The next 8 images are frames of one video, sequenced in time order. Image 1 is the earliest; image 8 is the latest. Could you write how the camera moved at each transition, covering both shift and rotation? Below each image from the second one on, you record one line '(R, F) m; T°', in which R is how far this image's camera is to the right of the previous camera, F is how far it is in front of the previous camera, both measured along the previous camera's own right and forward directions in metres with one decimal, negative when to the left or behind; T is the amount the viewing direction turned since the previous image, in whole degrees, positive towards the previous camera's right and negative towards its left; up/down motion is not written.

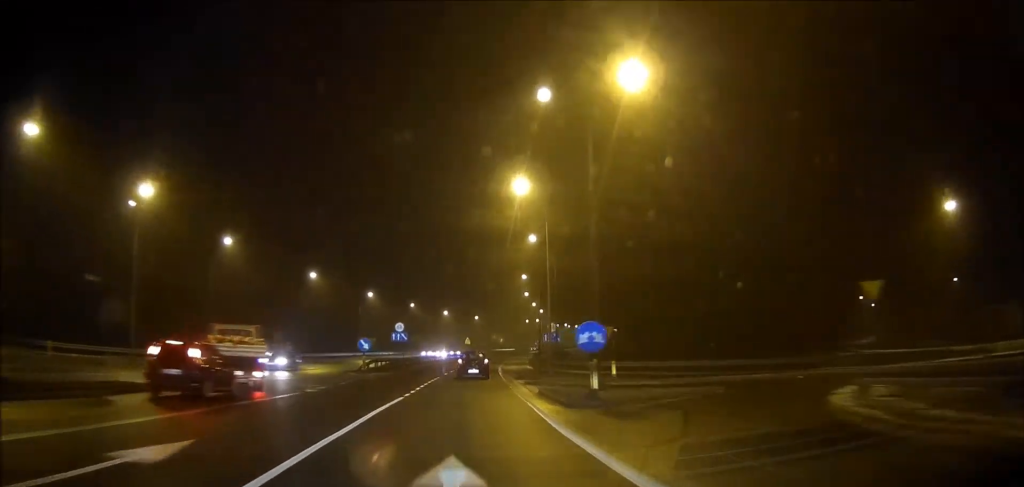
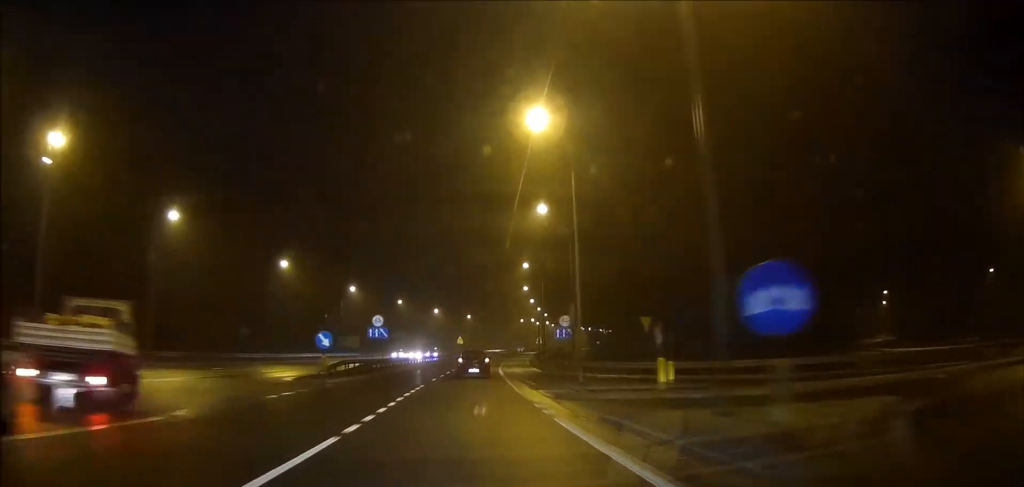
(0.0, +10.4) m; 0°
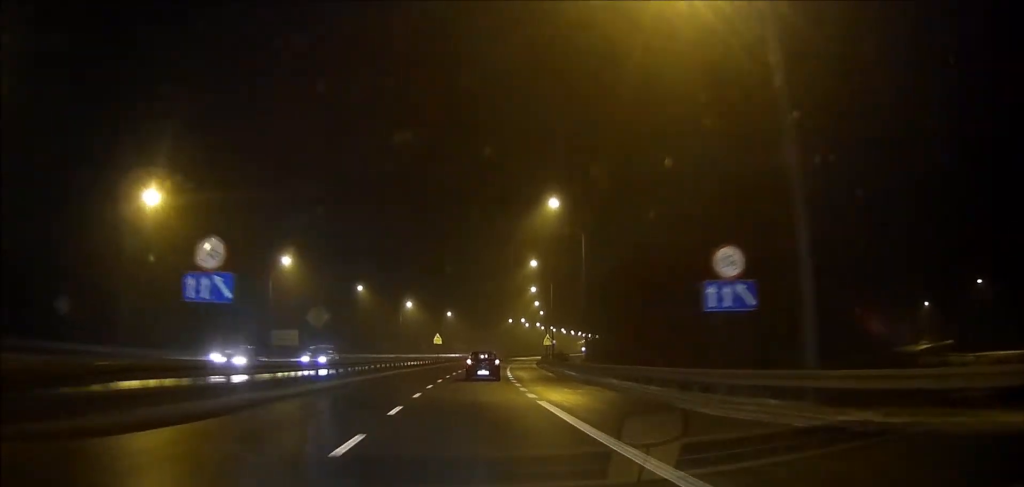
(+1.0, +29.8) m; +6°
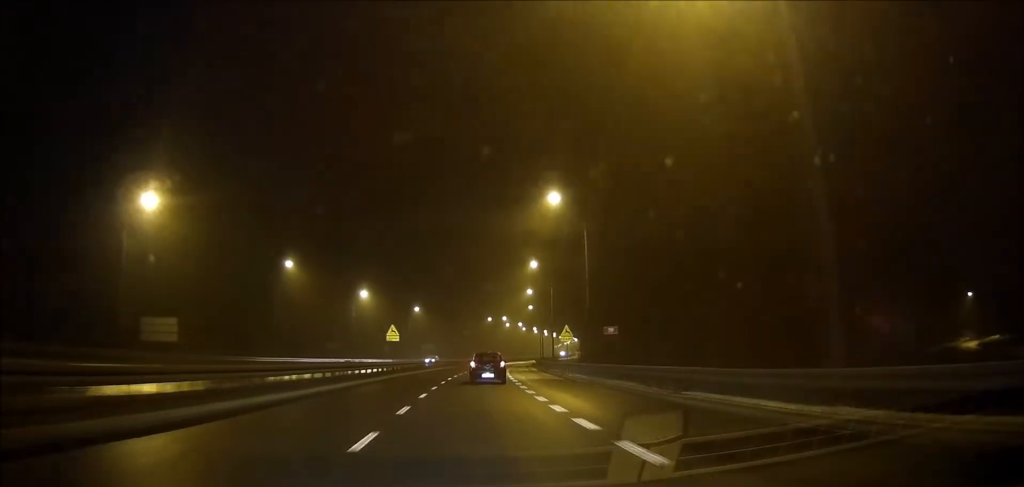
(+1.8, +28.7) m; +5°
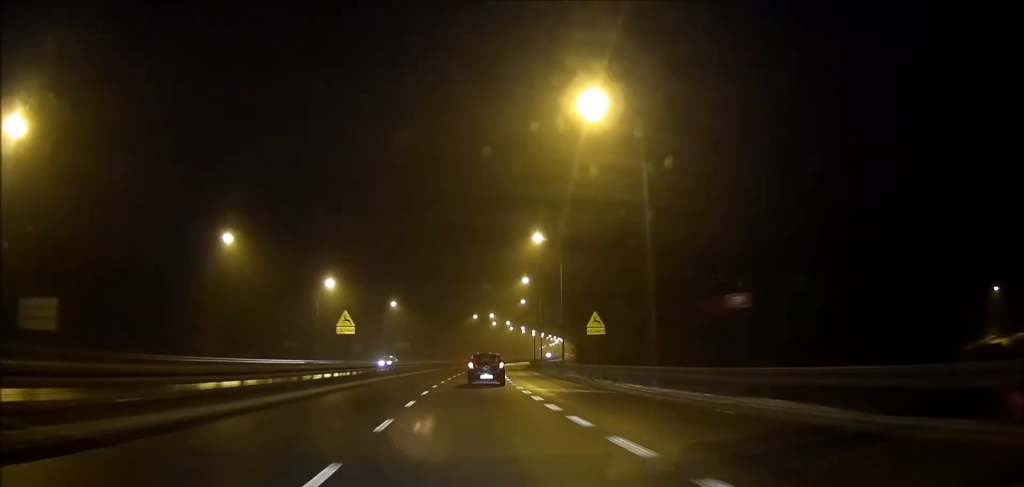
(+0.2, +15.3) m; +1°
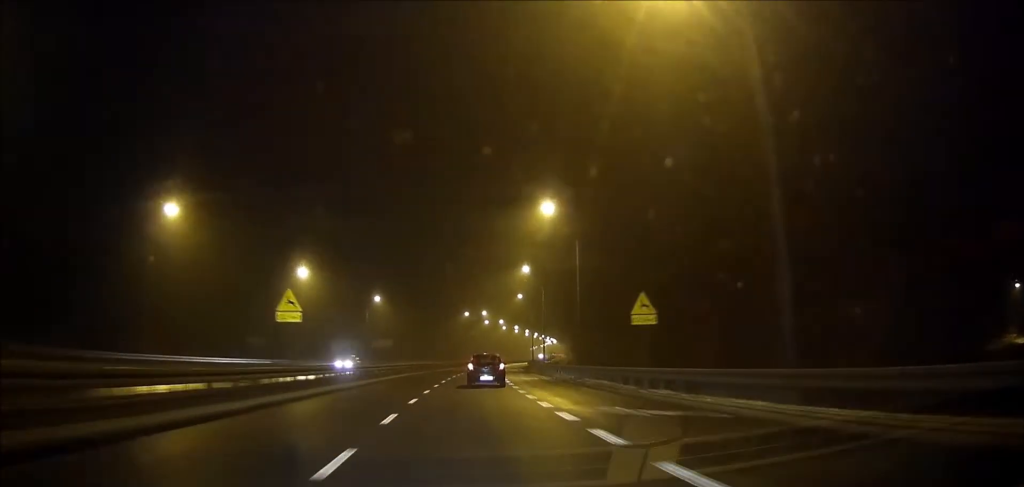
(0.0, +10.5) m; +1°
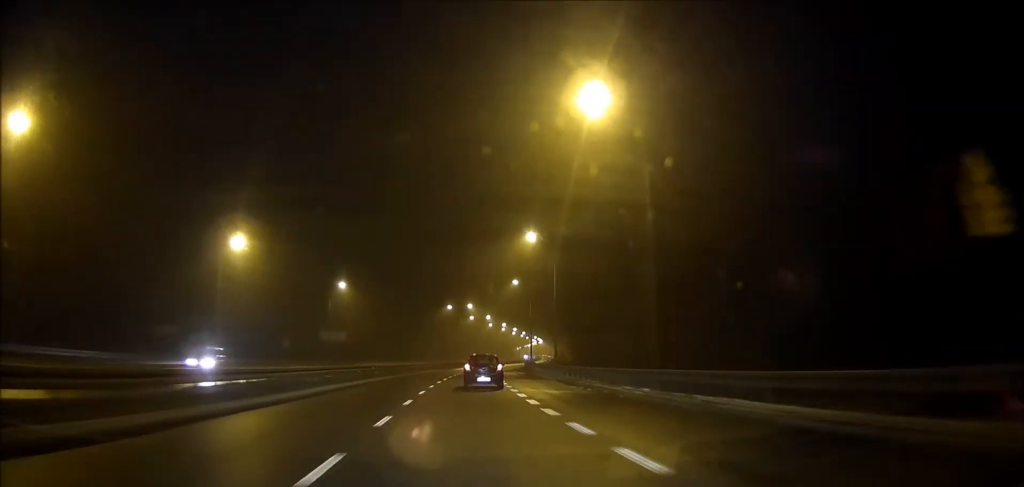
(+0.2, +18.2) m; +2°
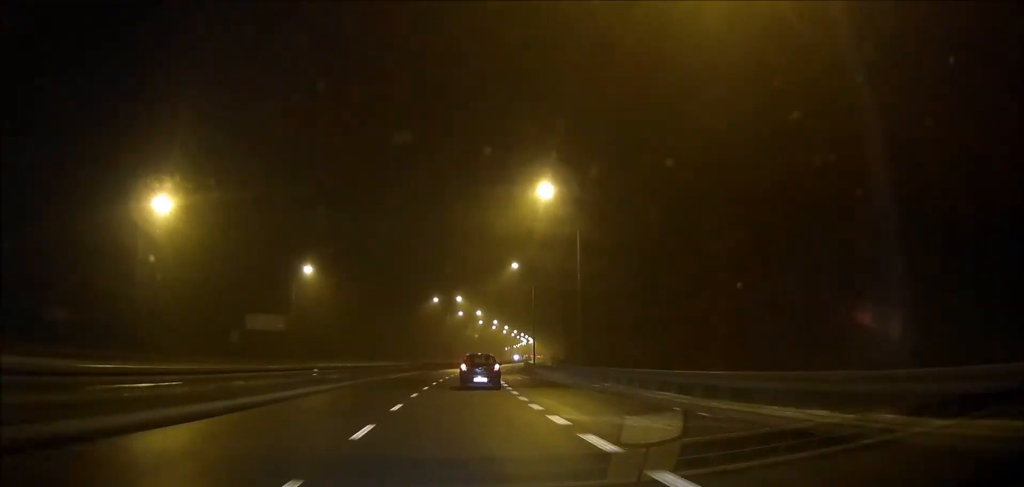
(+0.2, +14.1) m; +1°
